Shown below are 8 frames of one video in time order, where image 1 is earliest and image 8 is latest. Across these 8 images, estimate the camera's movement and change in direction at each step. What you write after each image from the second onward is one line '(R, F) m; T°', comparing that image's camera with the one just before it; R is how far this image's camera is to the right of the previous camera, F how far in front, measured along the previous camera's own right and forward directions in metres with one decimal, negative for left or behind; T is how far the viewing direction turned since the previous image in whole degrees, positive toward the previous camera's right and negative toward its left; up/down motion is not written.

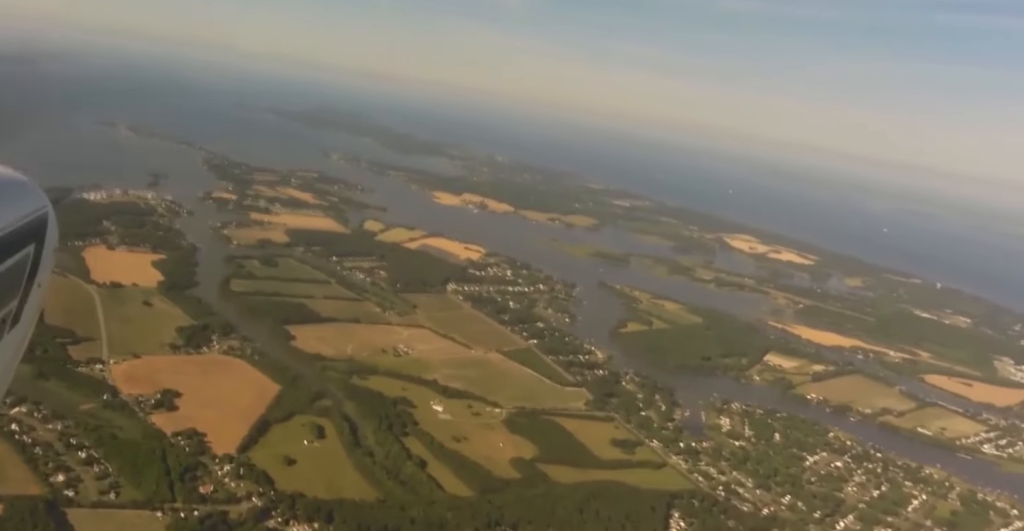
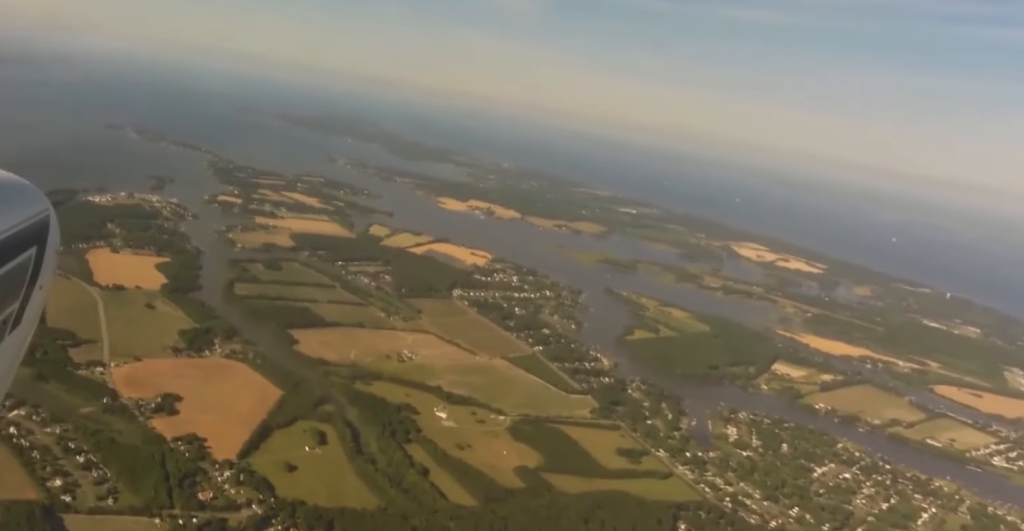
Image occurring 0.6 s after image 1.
(-0.3, +26.8) m; -1°
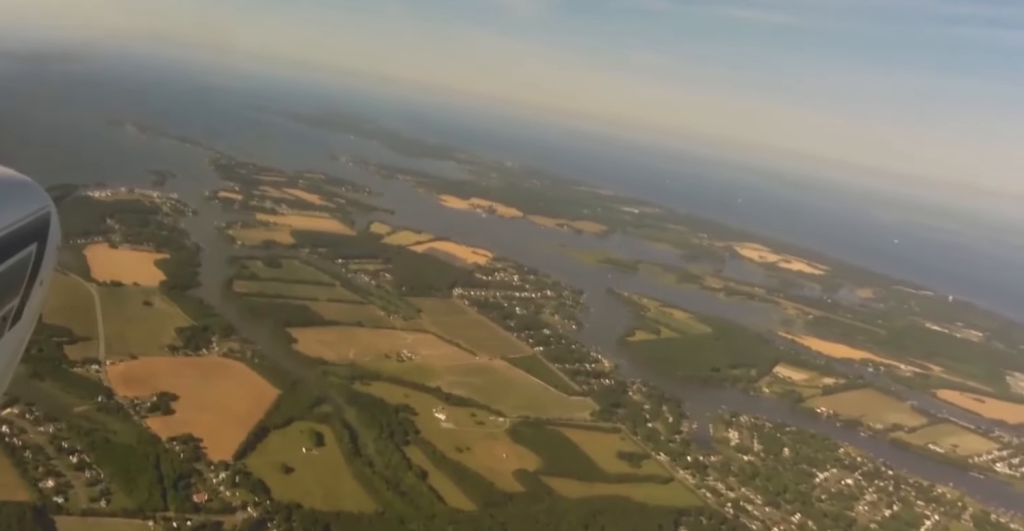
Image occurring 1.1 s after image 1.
(-0.4, +26.5) m; -1°
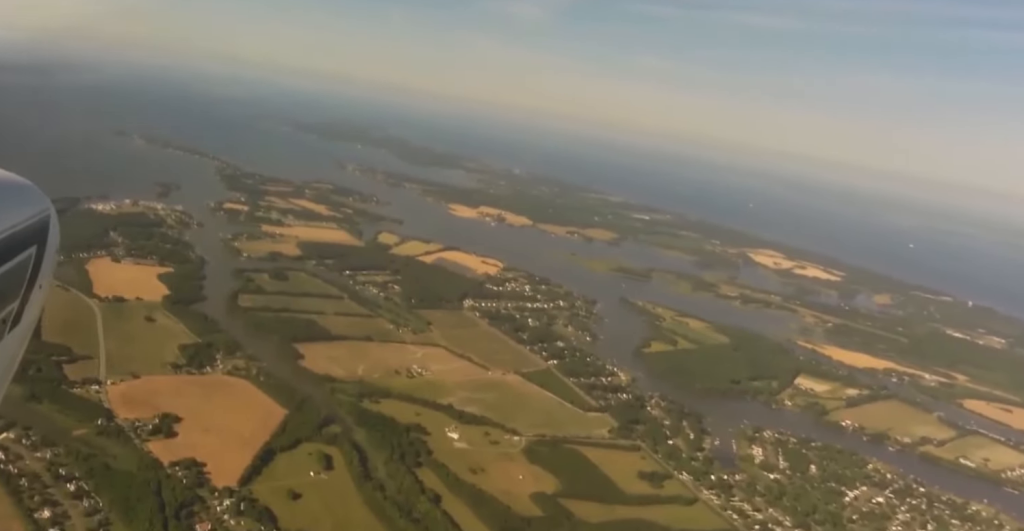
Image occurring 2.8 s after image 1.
(+1.1, +81.1) m; +2°
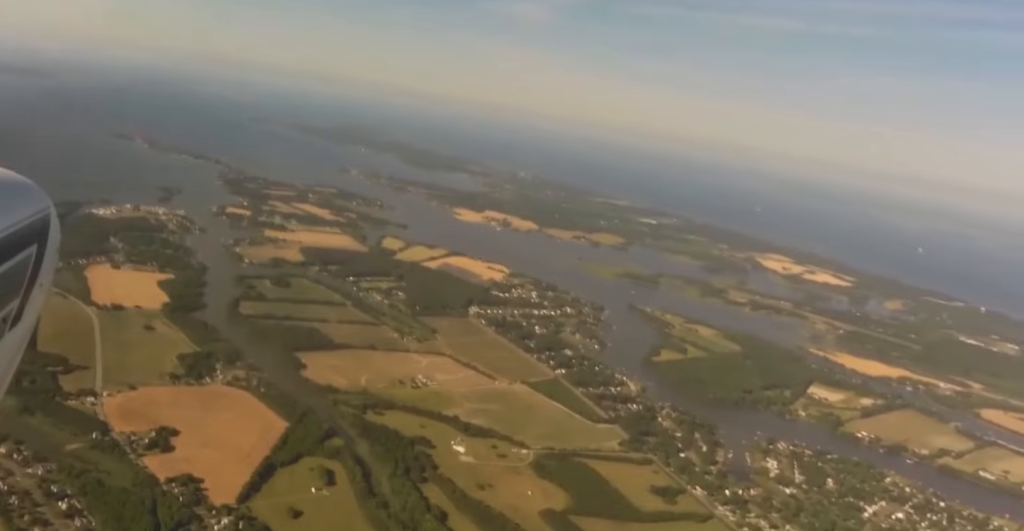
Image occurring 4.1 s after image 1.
(+0.5, +62.6) m; -1°
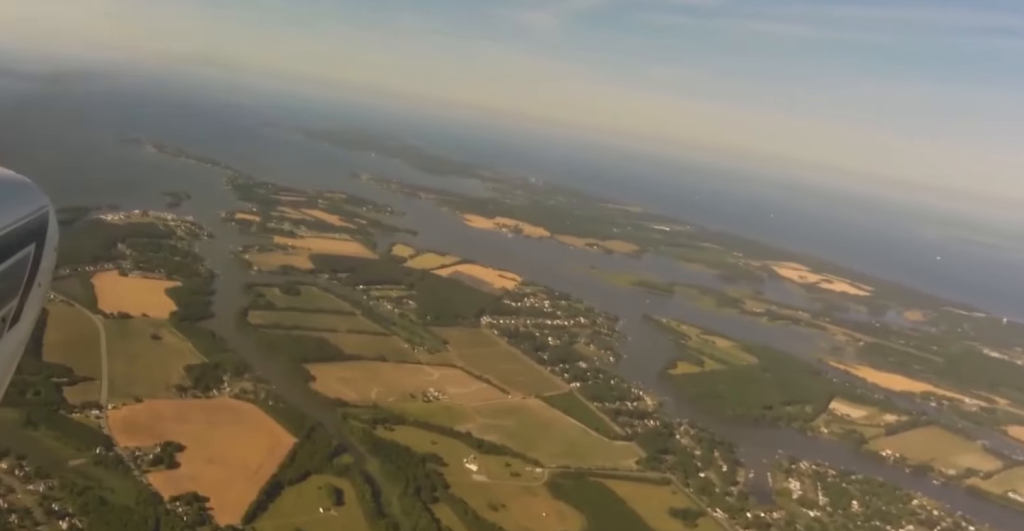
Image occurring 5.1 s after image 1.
(-0.9, +47.0) m; 0°
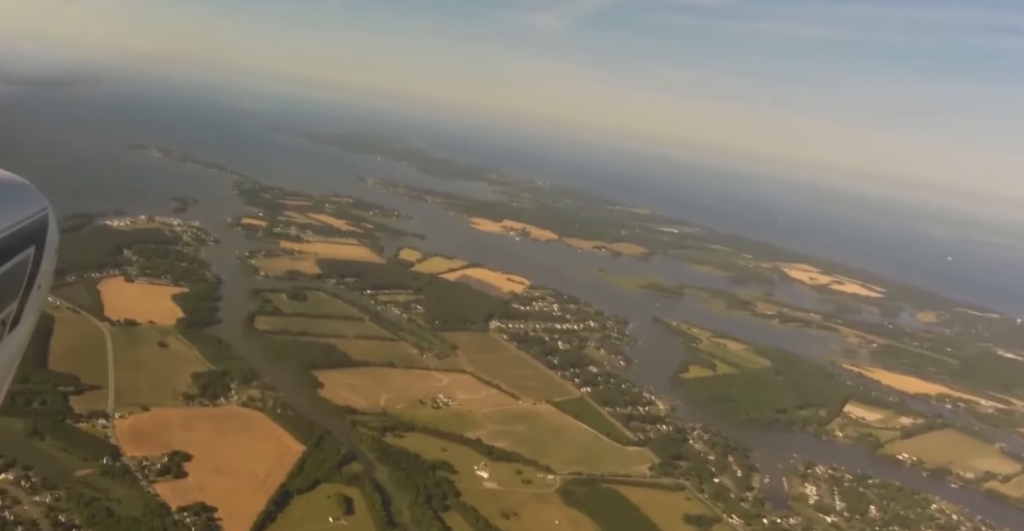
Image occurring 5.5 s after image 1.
(+0.2, +22.3) m; 0°
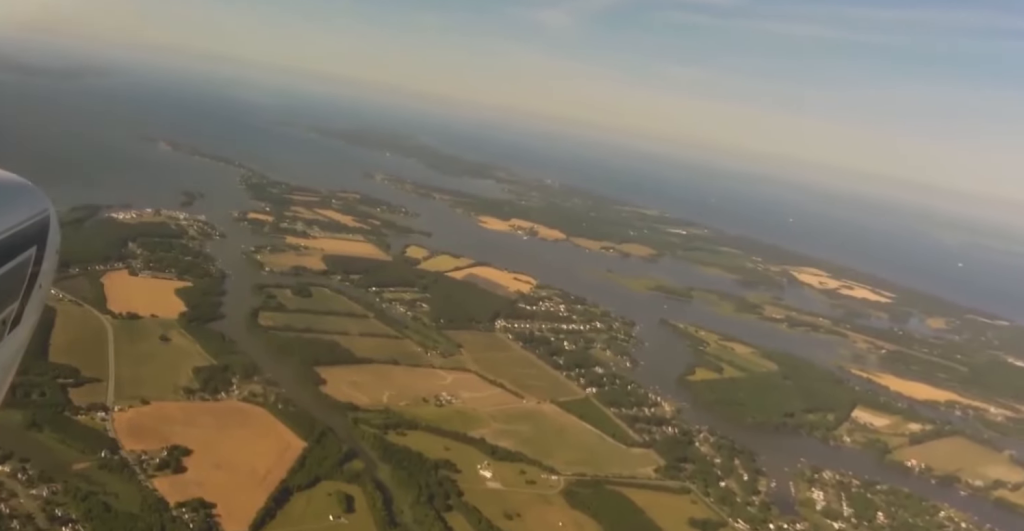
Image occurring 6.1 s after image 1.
(+0.6, +28.8) m; 0°
